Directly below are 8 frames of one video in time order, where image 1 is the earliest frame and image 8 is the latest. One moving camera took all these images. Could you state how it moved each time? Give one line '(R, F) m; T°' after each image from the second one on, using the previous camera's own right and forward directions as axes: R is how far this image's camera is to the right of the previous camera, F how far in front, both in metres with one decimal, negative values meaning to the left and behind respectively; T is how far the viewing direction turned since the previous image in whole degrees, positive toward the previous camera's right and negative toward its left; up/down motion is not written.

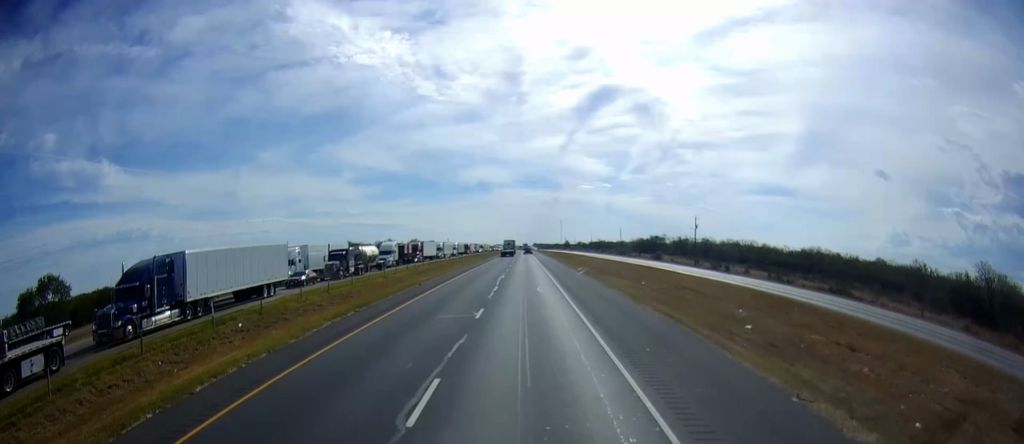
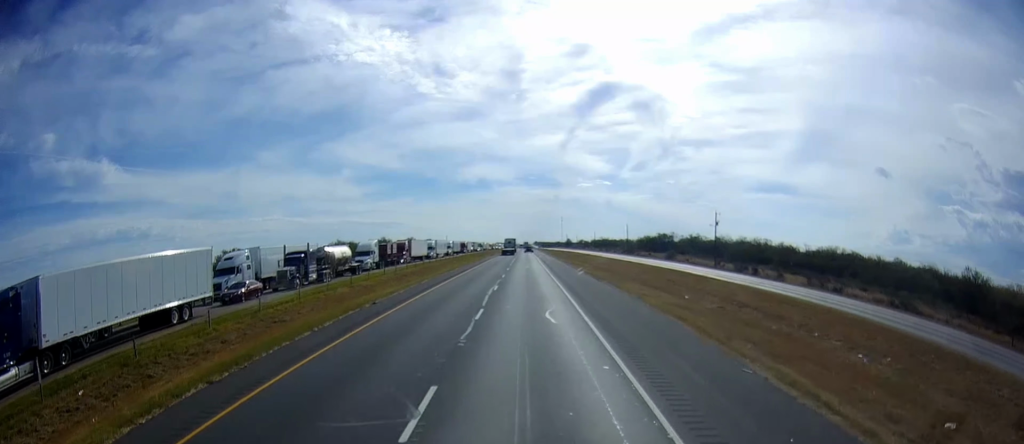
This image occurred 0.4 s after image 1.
(+0.3, +12.6) m; -1°
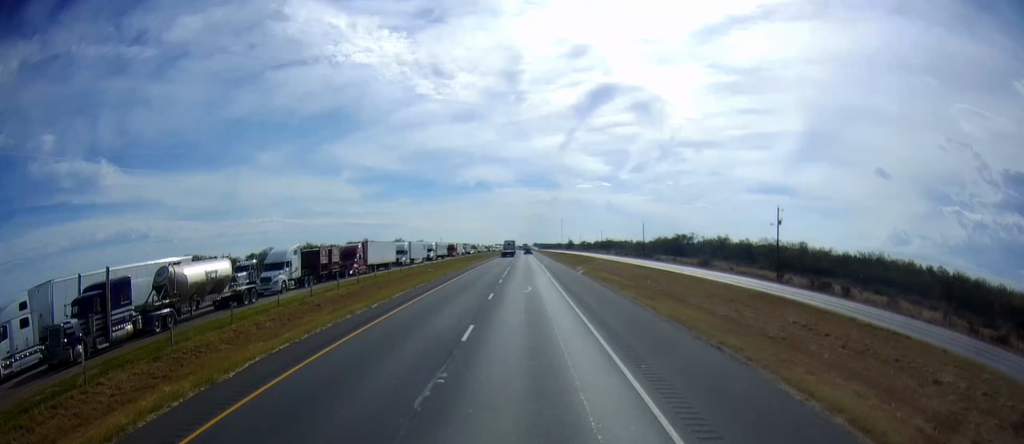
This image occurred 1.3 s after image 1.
(-1.0, +27.8) m; +1°
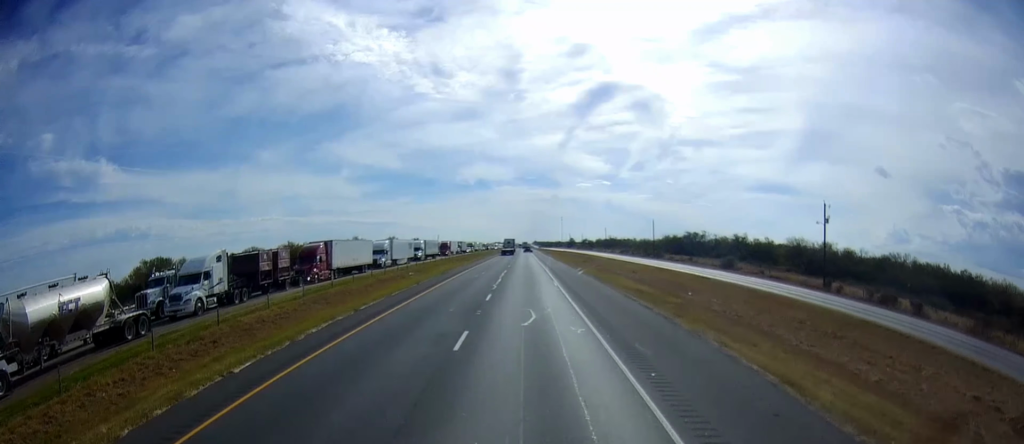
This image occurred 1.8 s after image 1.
(+0.4, +13.7) m; +1°
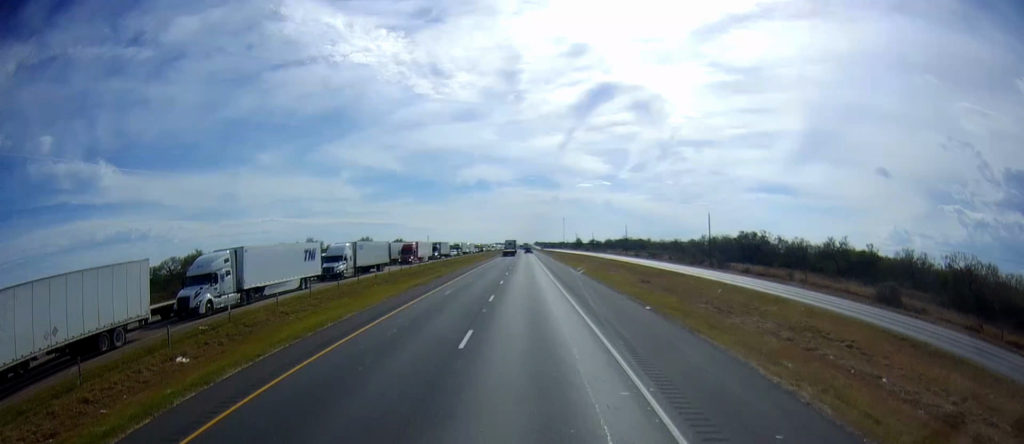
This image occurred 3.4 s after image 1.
(+0.8, +47.8) m; 0°
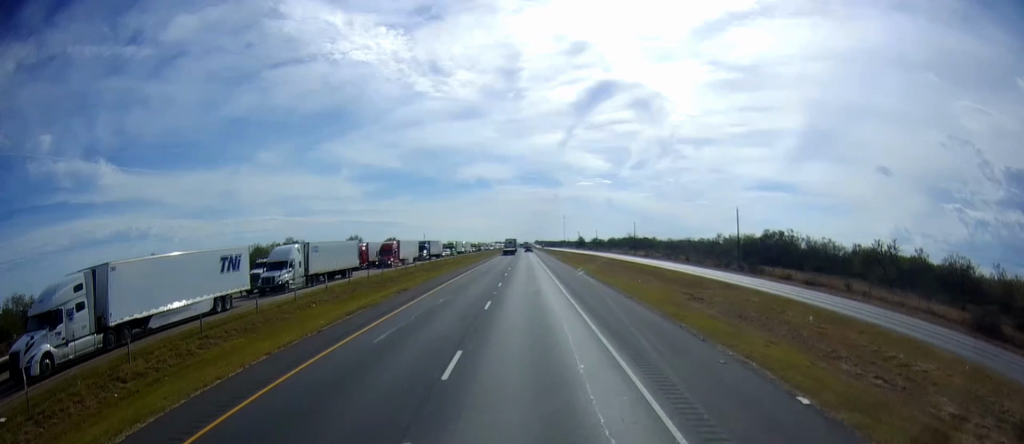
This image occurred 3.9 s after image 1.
(0.0, +15.2) m; 0°
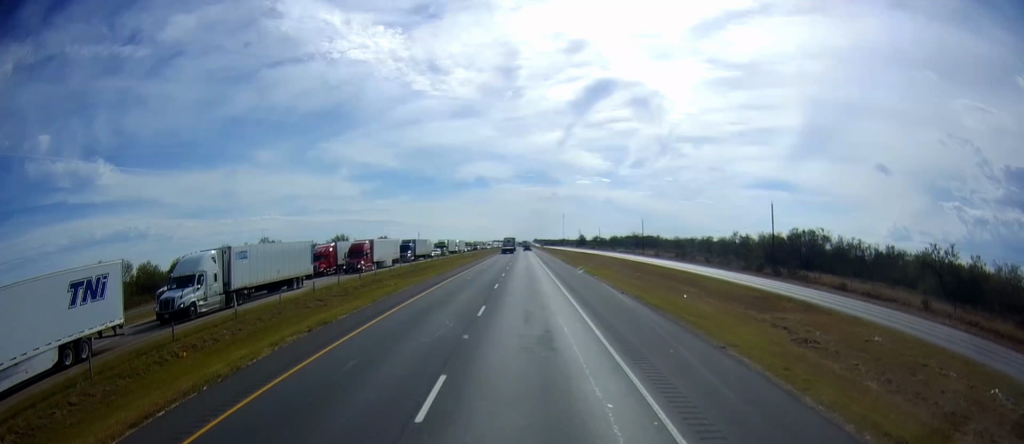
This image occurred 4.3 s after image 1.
(+0.1, +14.7) m; 0°
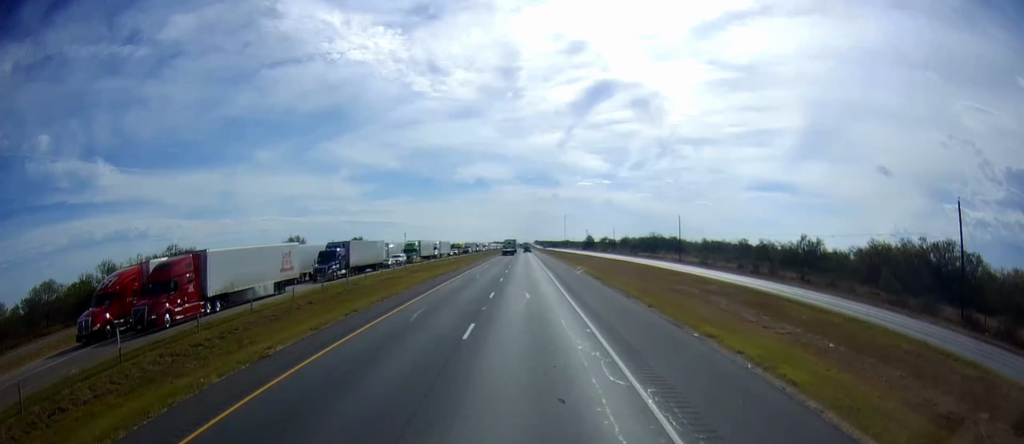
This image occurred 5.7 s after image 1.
(-0.2, +40.9) m; 0°
